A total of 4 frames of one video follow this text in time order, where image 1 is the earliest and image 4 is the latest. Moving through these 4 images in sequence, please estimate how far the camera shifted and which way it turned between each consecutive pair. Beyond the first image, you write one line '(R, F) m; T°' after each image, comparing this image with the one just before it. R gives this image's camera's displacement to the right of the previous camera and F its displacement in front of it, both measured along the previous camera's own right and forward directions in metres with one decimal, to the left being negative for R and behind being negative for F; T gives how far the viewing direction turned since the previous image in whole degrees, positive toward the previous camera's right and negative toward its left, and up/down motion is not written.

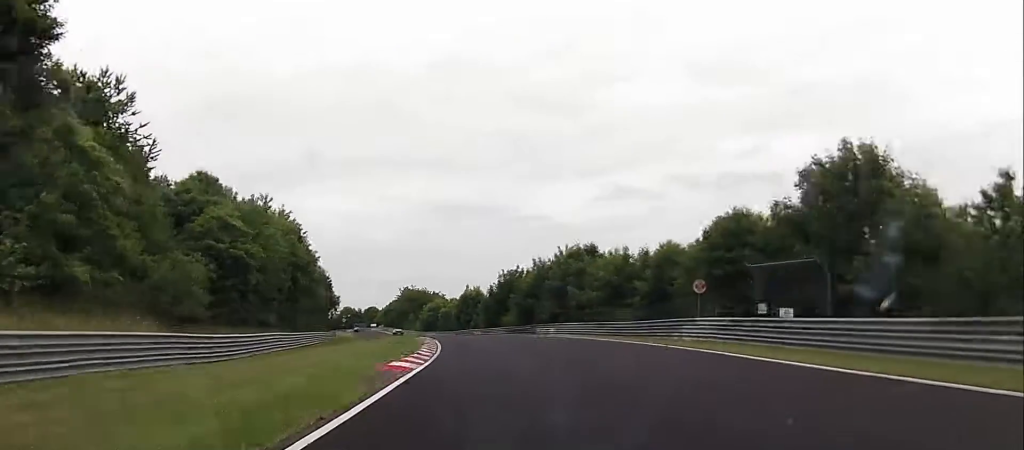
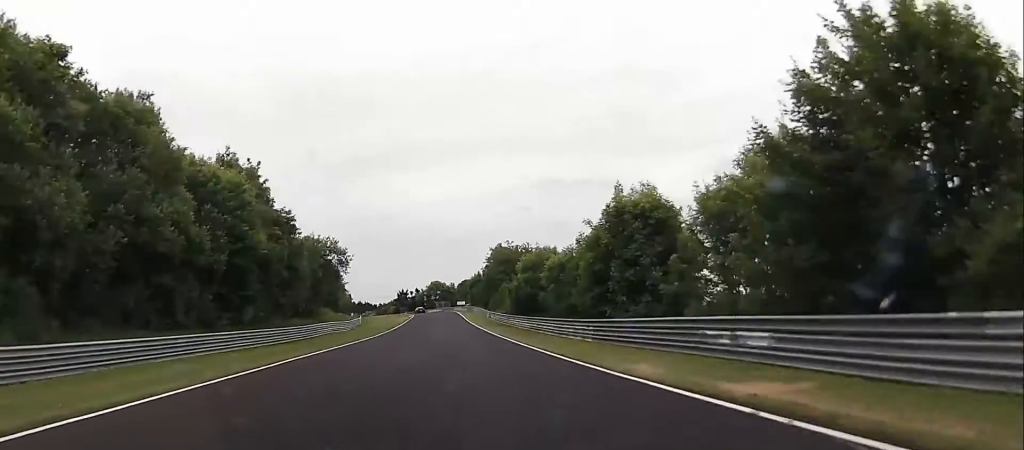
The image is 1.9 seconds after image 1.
(-4.3, +68.0) m; -9°
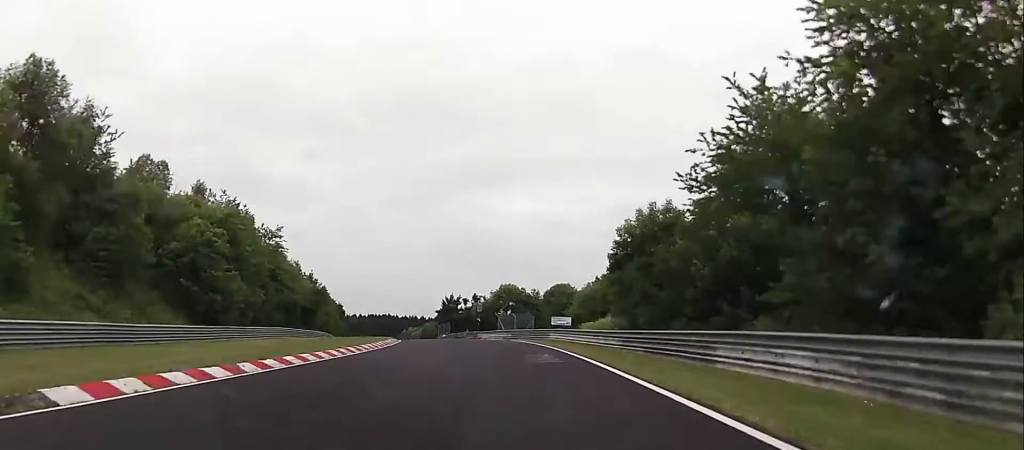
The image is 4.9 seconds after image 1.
(-10.2, +107.9) m; -10°
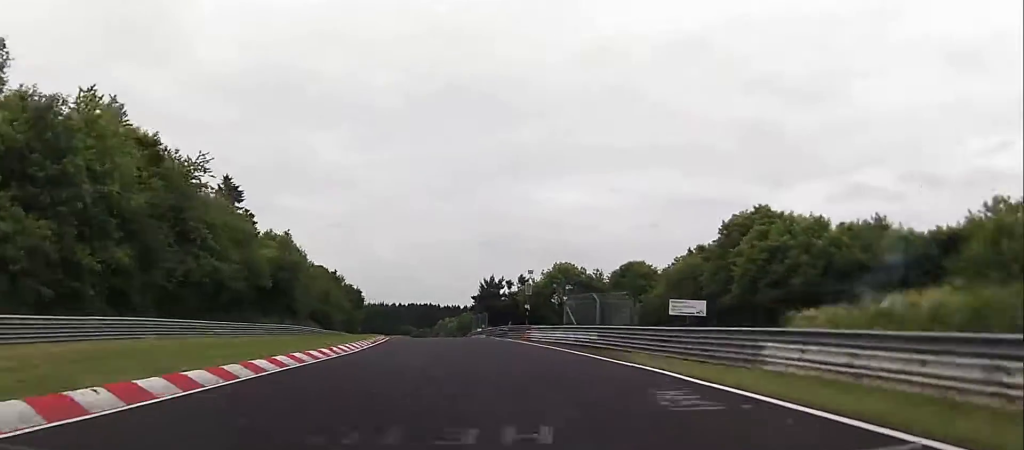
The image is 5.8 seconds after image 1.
(-0.9, +33.9) m; -3°
